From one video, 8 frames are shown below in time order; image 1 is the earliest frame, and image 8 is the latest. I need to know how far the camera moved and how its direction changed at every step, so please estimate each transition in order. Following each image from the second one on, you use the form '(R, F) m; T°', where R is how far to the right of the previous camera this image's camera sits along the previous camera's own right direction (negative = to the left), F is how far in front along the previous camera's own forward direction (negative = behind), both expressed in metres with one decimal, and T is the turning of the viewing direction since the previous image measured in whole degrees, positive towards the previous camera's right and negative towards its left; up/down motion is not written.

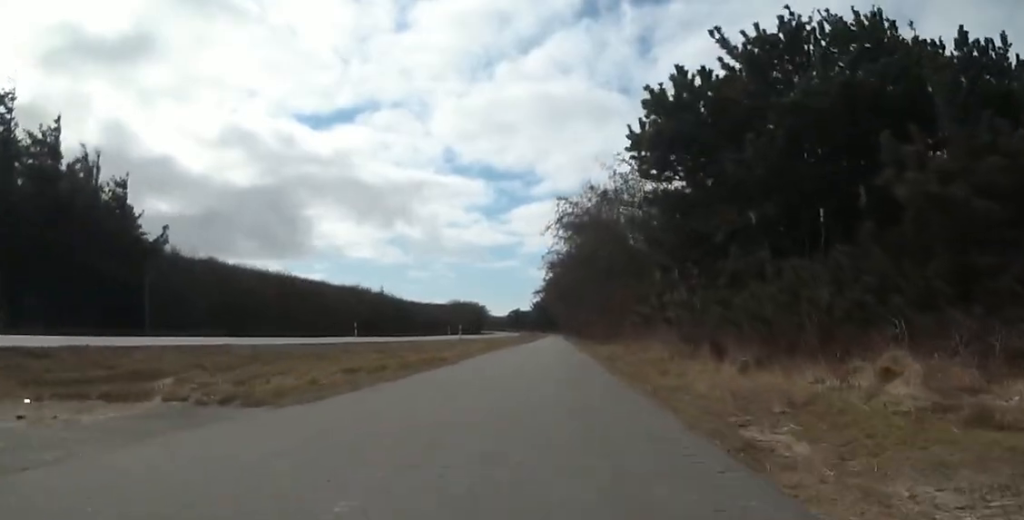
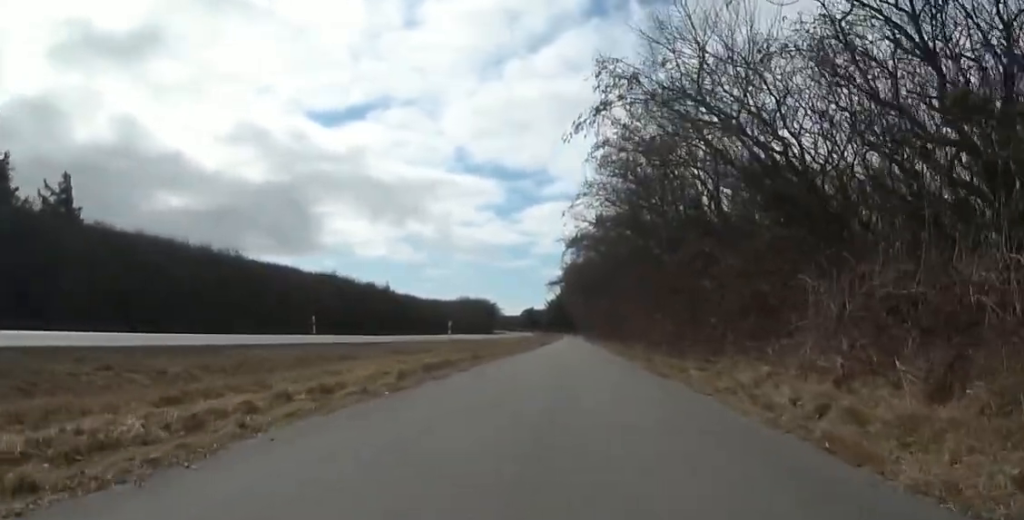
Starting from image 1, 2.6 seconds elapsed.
(0.0, +14.1) m; -4°
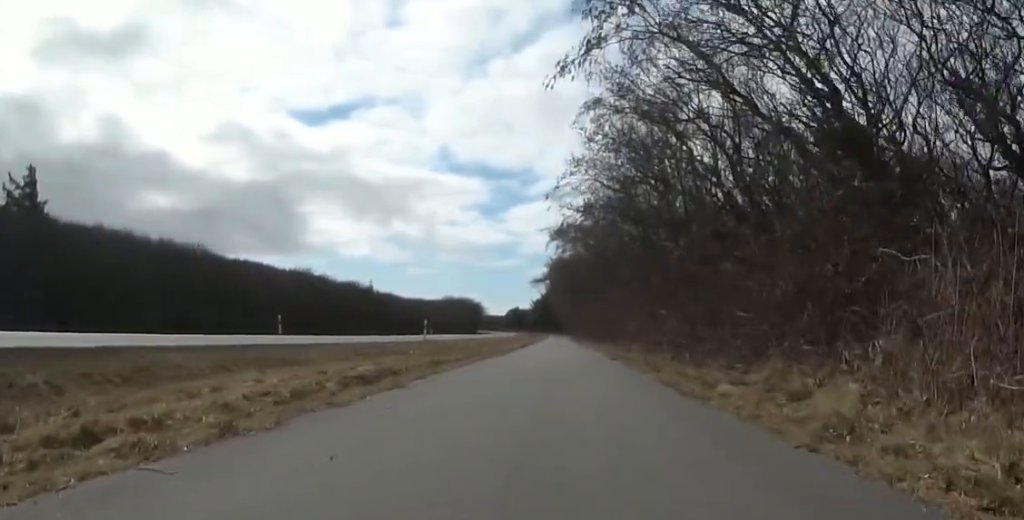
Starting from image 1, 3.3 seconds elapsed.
(+0.4, +3.4) m; -3°
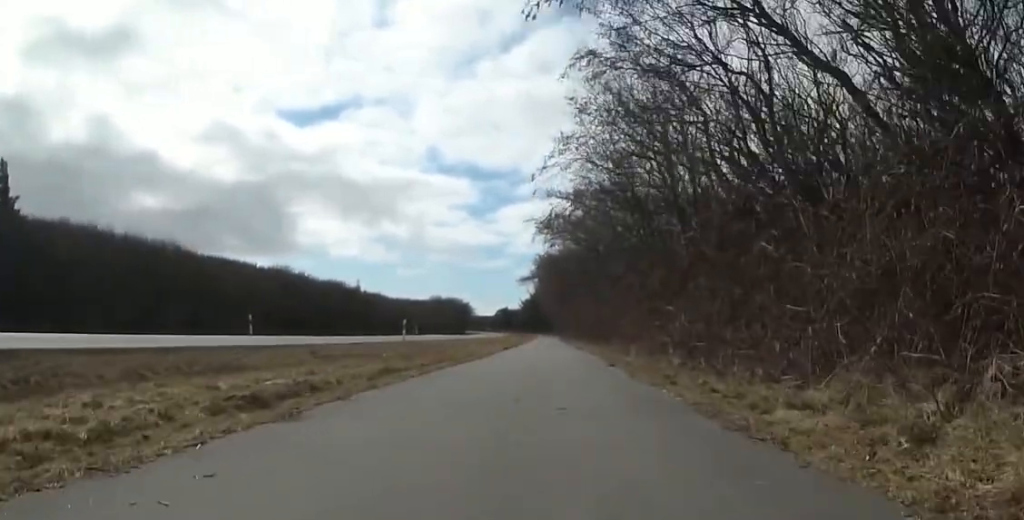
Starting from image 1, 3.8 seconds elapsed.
(-0.5, +2.6) m; +3°
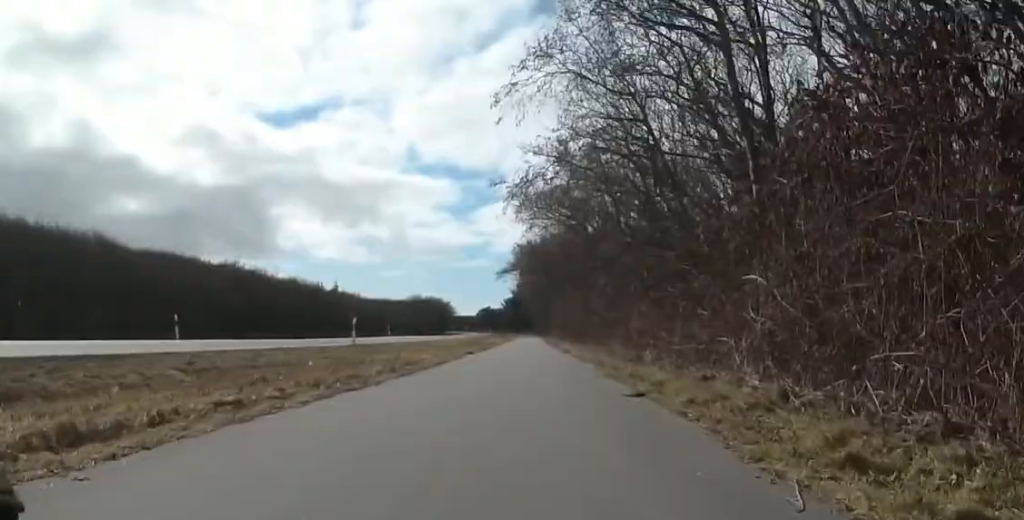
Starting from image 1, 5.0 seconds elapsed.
(+0.1, +6.1) m; +7°
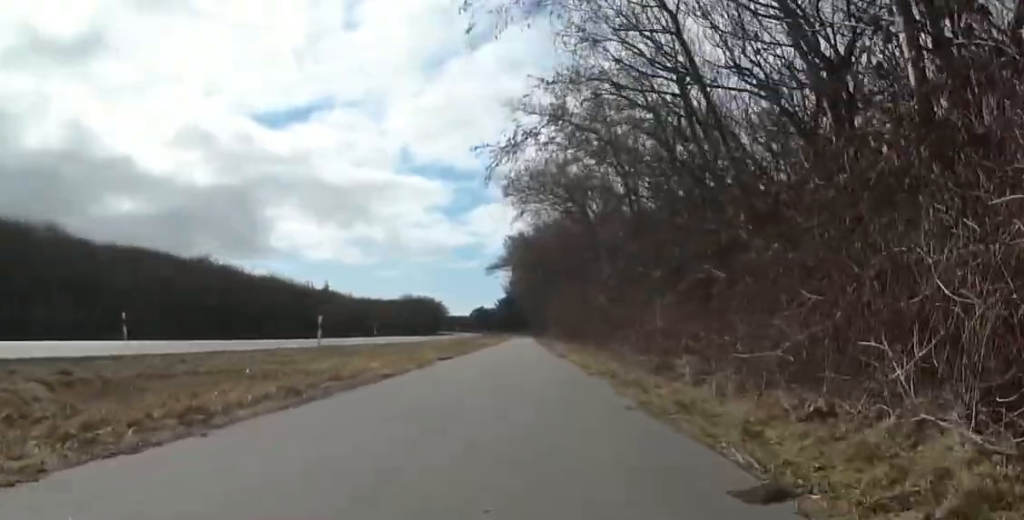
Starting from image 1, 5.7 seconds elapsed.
(+1.2, +3.8) m; +4°
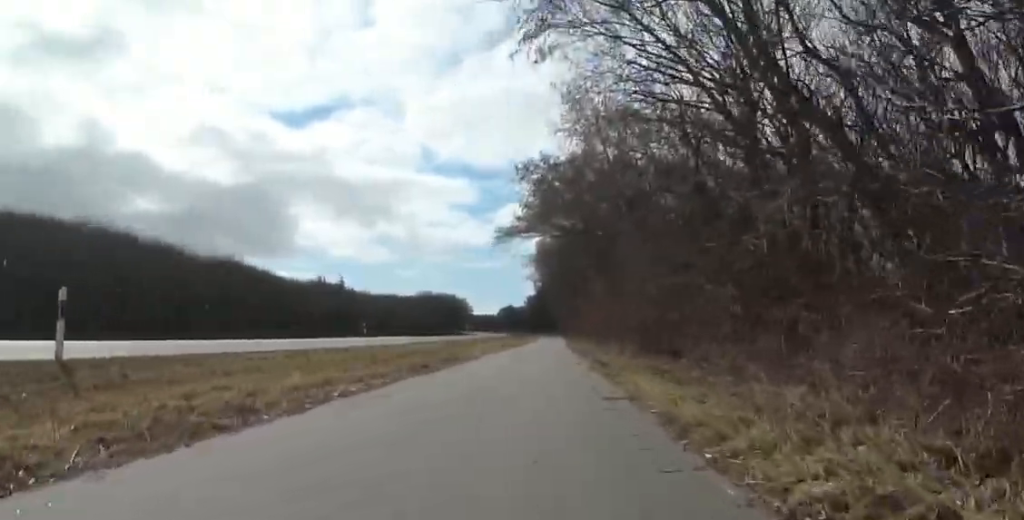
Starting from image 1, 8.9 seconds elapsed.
(-2.1, +15.2) m; -14°
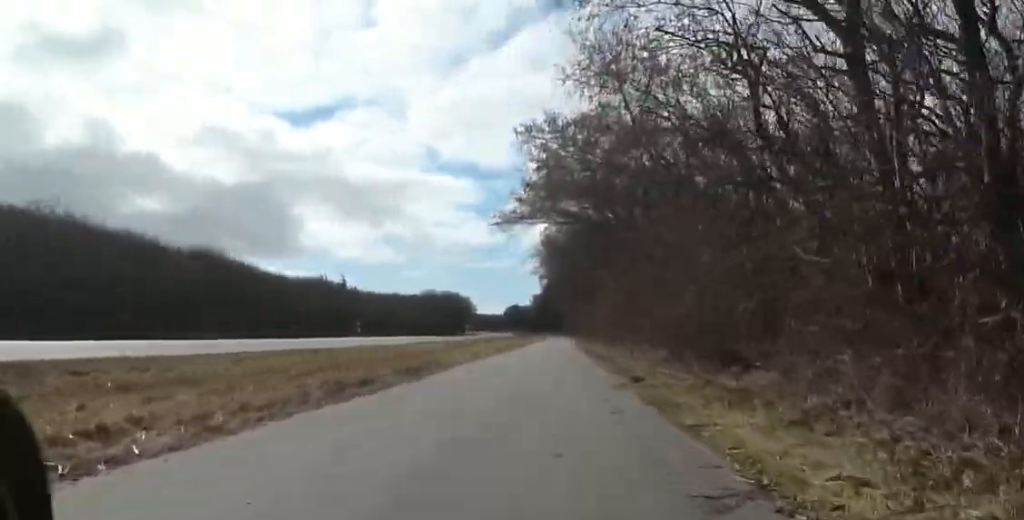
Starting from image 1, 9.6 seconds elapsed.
(-0.8, +4.2) m; -2°
